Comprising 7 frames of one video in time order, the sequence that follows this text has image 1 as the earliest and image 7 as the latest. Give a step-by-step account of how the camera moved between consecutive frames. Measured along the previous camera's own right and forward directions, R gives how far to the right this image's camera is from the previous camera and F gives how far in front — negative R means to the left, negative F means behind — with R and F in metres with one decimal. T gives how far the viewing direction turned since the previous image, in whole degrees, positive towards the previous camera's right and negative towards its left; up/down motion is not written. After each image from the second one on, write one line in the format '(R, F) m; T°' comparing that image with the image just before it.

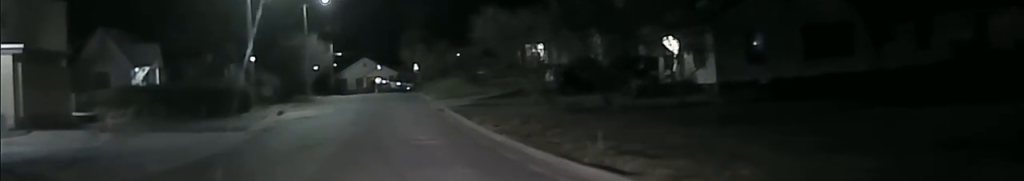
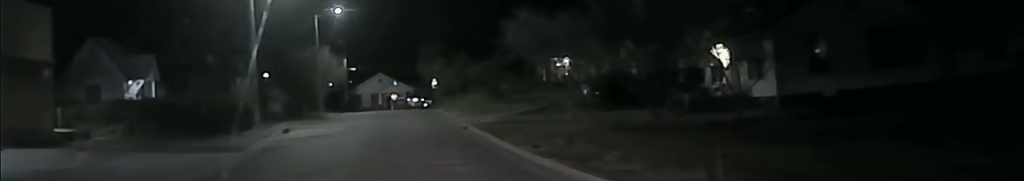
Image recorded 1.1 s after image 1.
(-0.2, +4.7) m; +1°
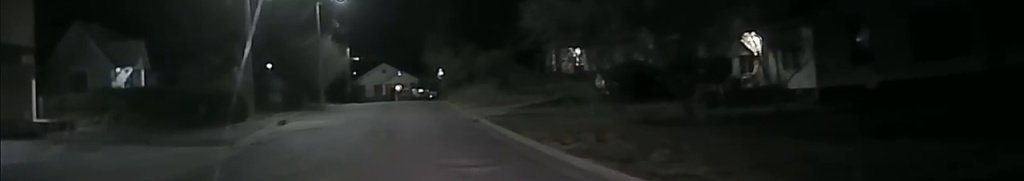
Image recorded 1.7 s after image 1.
(+0.1, +3.3) m; +2°
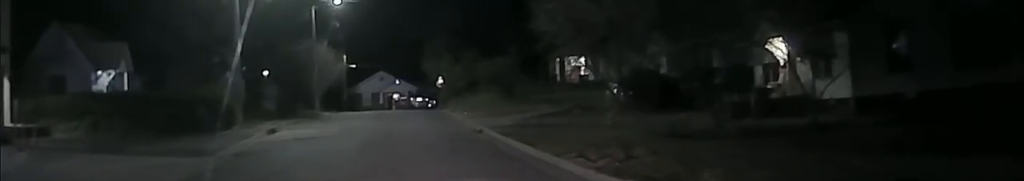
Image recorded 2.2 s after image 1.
(+0.2, +3.2) m; +2°
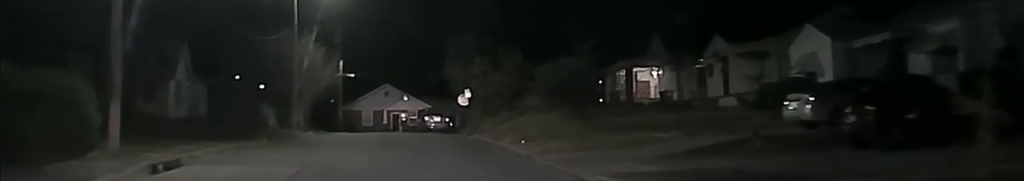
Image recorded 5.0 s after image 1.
(+0.2, +21.5) m; +1°
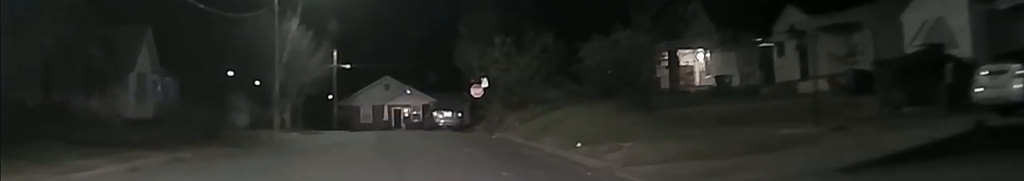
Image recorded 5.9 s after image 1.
(0.0, +8.7) m; -2°
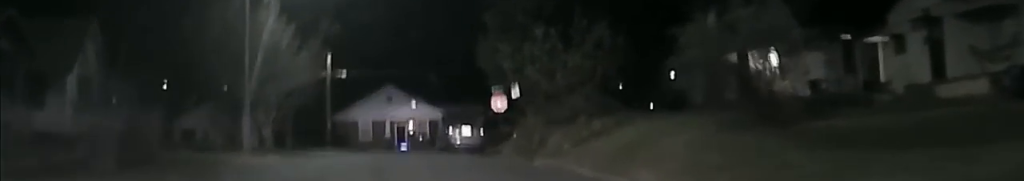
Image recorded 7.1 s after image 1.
(-0.3, +9.8) m; +1°
